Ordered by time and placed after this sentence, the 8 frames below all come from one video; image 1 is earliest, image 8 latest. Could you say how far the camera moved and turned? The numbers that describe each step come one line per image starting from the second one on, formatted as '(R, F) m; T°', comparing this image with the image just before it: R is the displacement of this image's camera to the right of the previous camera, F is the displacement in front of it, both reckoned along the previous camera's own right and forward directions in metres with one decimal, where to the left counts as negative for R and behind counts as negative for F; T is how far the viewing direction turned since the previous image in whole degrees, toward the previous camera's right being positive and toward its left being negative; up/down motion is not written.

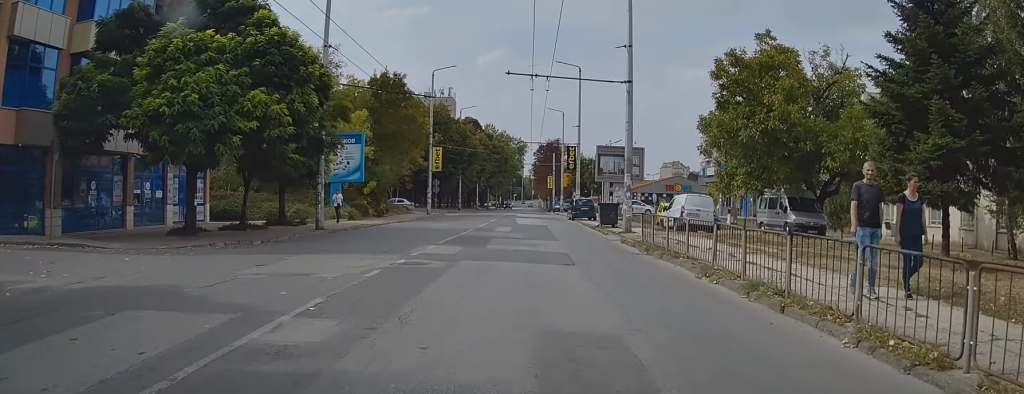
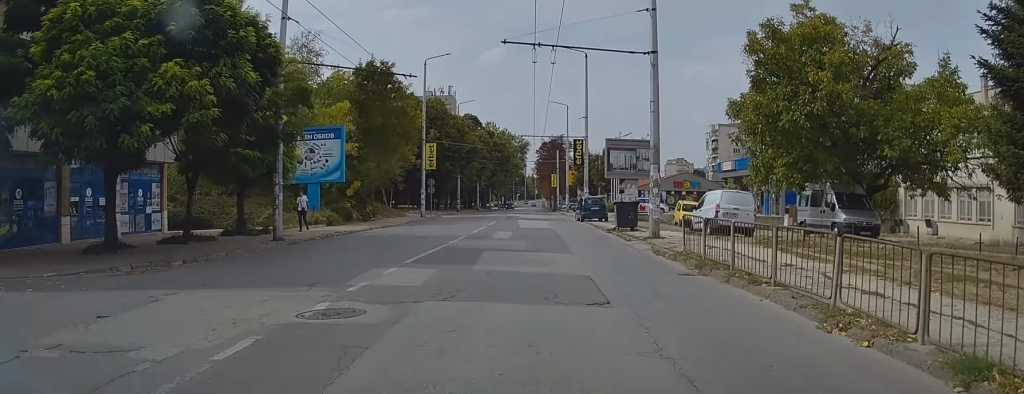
(-0.3, +4.8) m; 0°
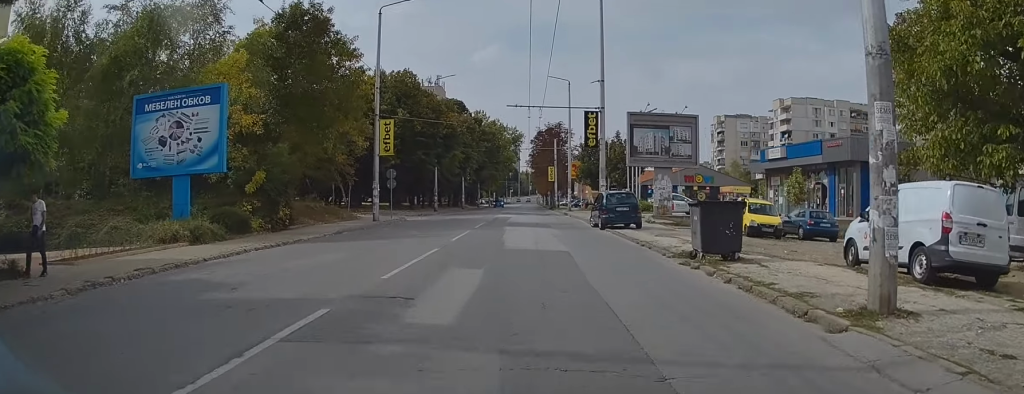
(0.0, +14.5) m; -1°
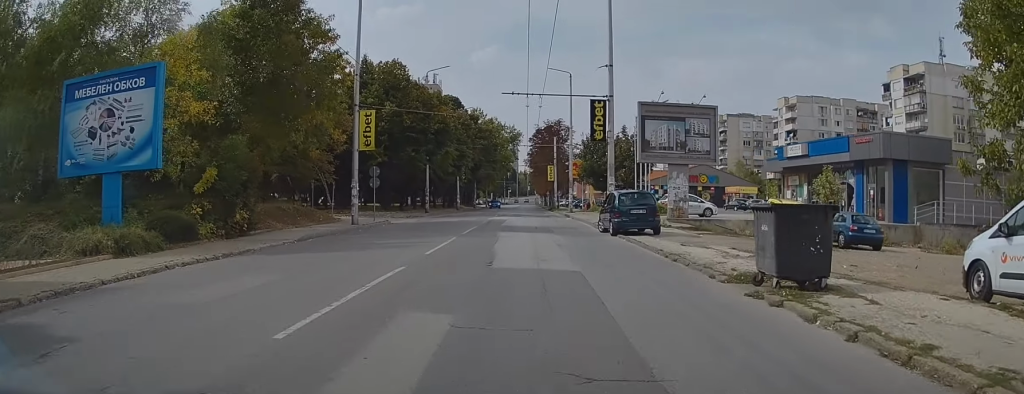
(-0.1, +4.3) m; 0°
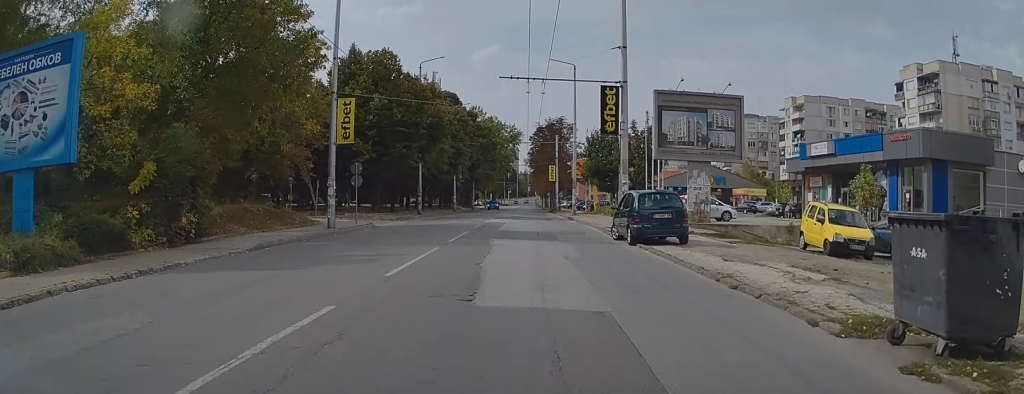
(+0.2, +4.3) m; +1°
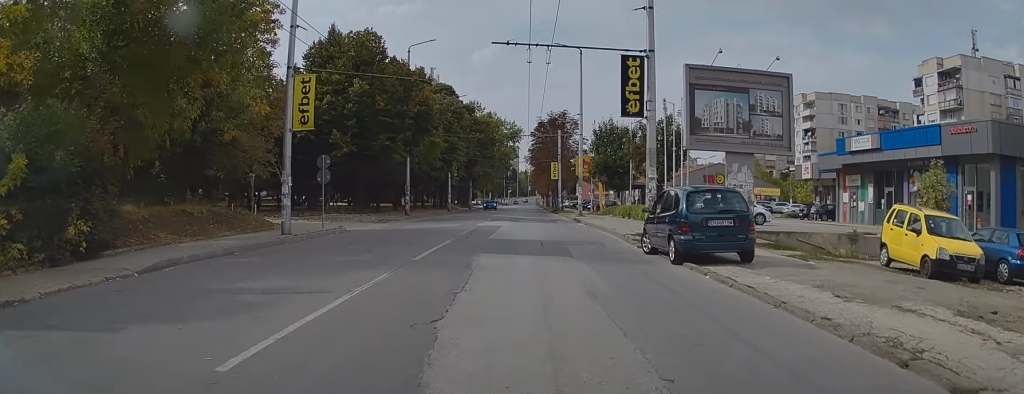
(+0.1, +5.7) m; +1°
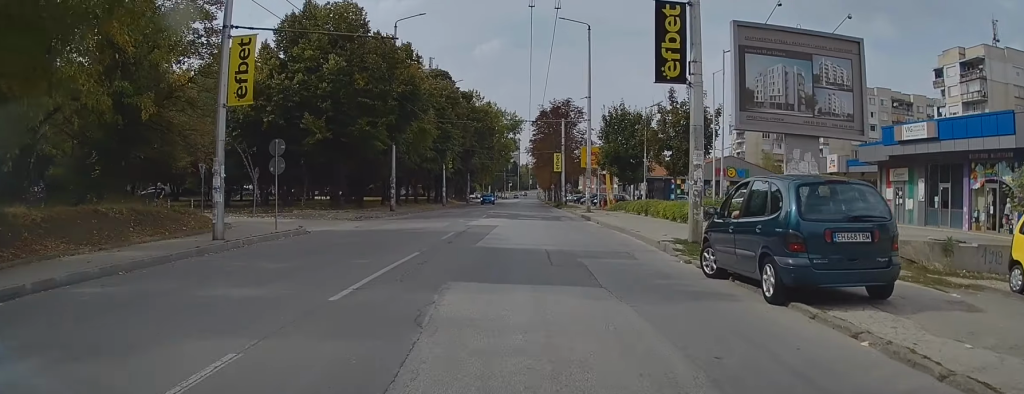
(0.0, +5.7) m; 0°
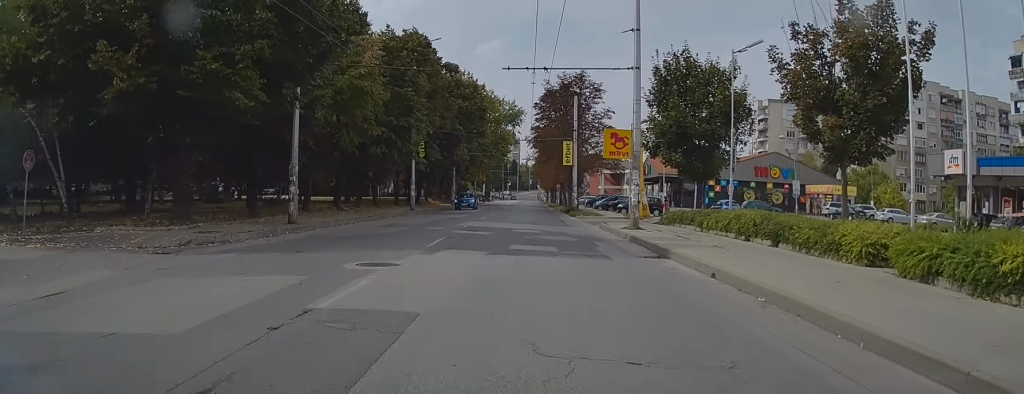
(-0.1, +19.8) m; 0°
